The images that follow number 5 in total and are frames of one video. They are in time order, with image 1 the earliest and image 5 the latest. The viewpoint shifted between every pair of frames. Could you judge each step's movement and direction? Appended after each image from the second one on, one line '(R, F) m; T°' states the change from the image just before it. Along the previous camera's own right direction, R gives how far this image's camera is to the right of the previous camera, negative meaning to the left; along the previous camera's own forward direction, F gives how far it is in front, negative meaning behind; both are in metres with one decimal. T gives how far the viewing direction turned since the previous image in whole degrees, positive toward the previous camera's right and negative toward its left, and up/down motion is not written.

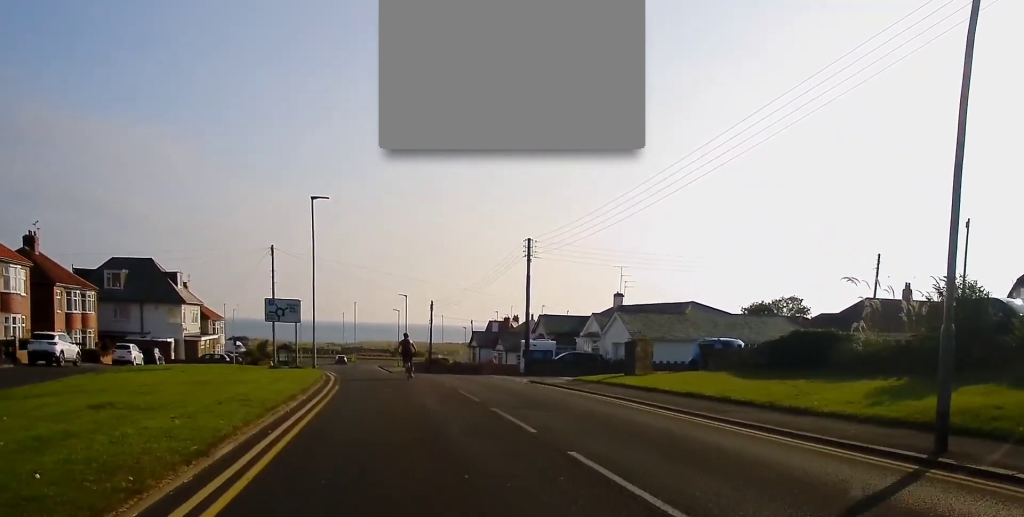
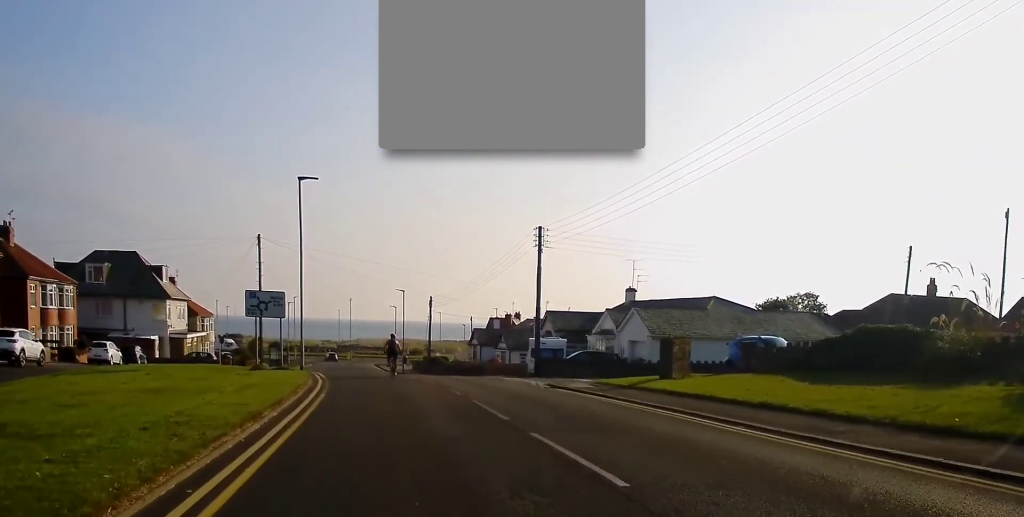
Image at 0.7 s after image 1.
(-0.2, +4.1) m; -3°
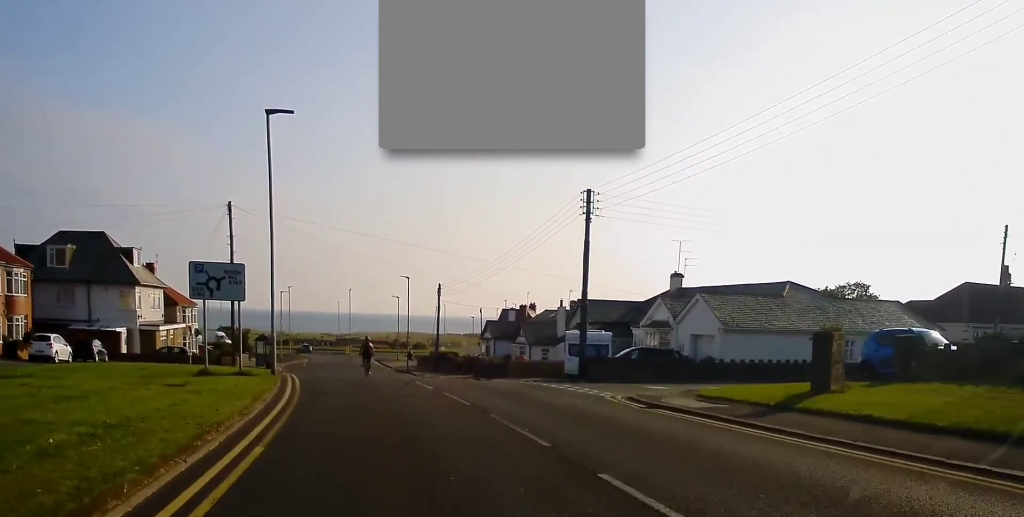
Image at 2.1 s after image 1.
(+0.1, +9.0) m; +2°
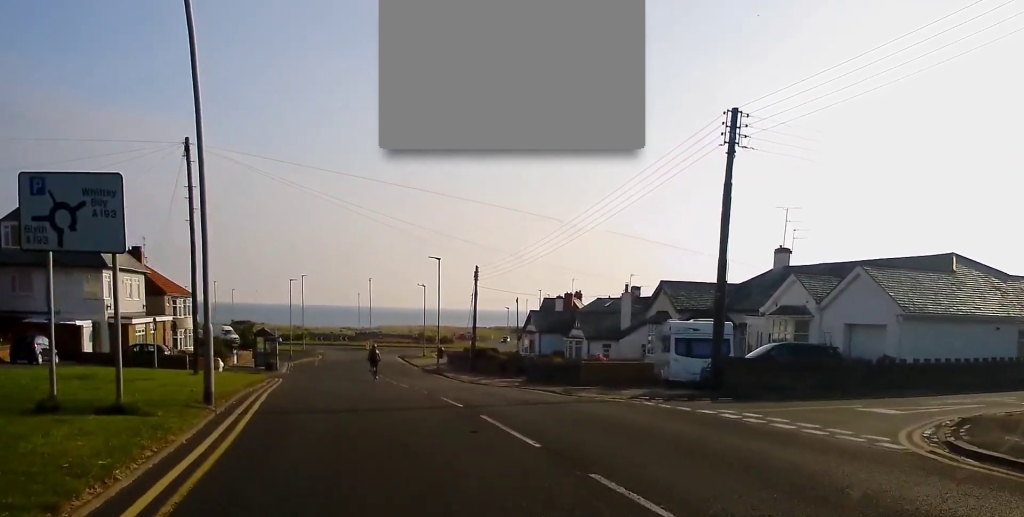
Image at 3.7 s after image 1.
(+0.2, +11.4) m; +1°
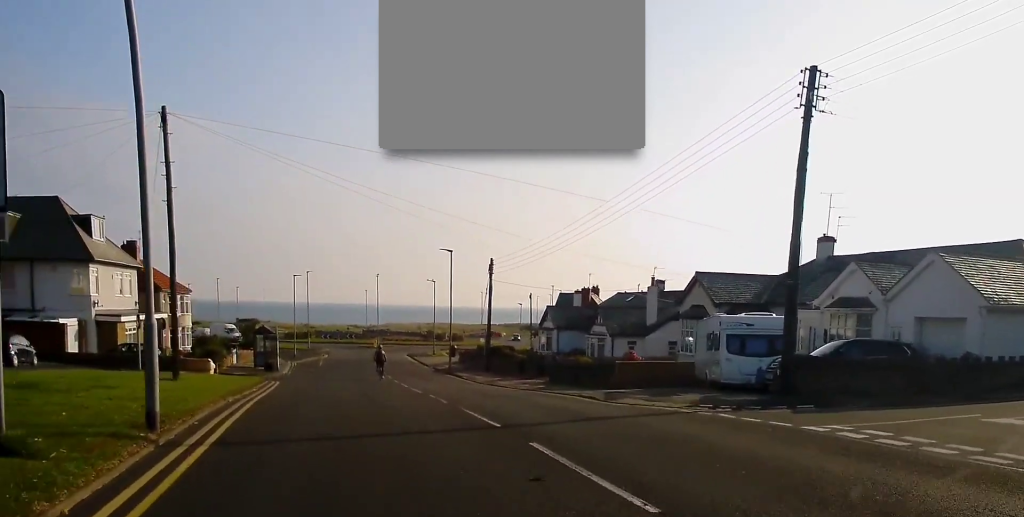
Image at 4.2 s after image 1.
(0.0, +3.6) m; 0°
